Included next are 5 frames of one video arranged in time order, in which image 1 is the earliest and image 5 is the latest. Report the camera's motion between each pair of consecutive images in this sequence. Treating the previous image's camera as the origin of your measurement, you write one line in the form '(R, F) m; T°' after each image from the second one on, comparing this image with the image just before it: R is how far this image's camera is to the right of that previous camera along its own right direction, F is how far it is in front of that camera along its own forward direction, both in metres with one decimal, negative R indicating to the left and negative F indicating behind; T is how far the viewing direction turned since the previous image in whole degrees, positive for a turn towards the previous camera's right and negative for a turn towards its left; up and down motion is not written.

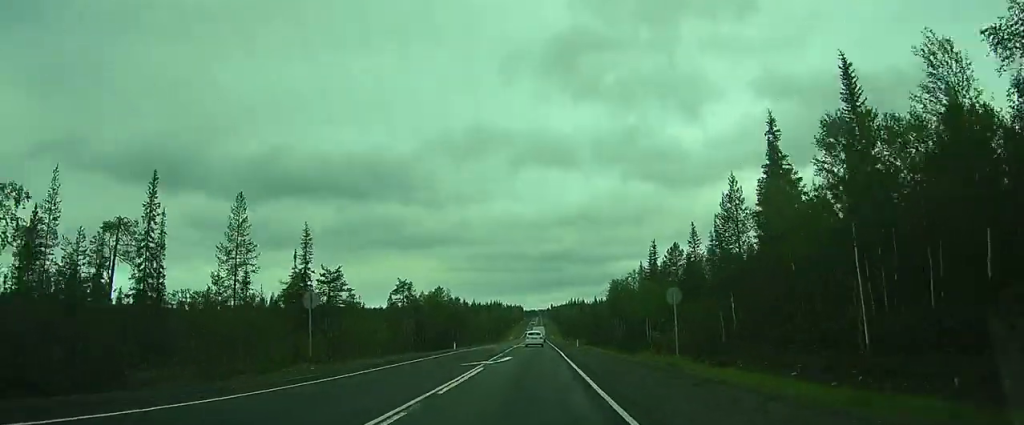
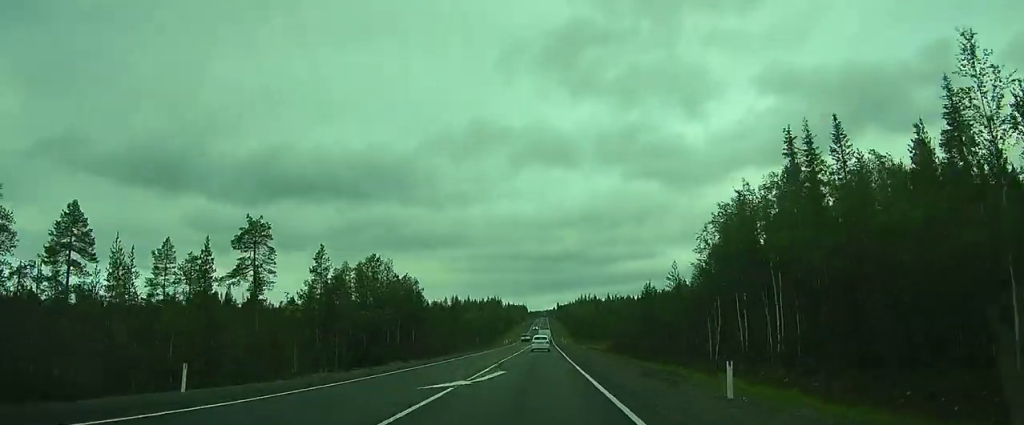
(+1.0, +44.6) m; +2°
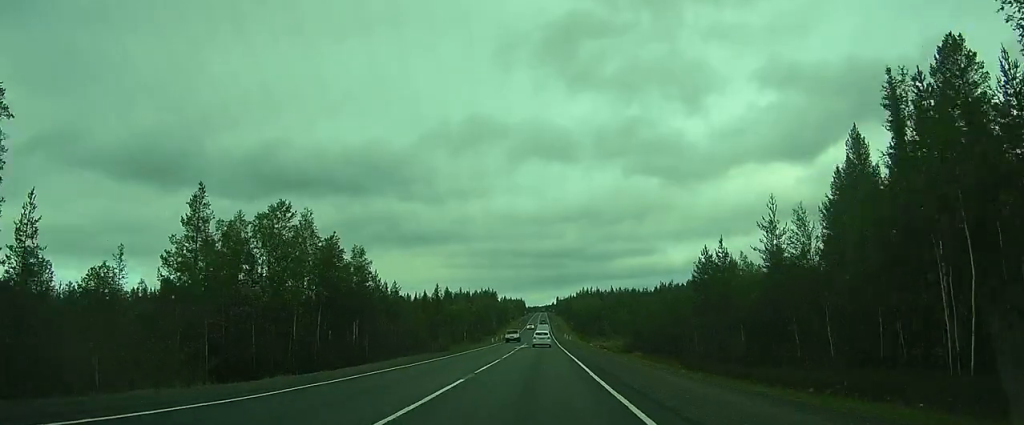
(0.0, +22.7) m; 0°
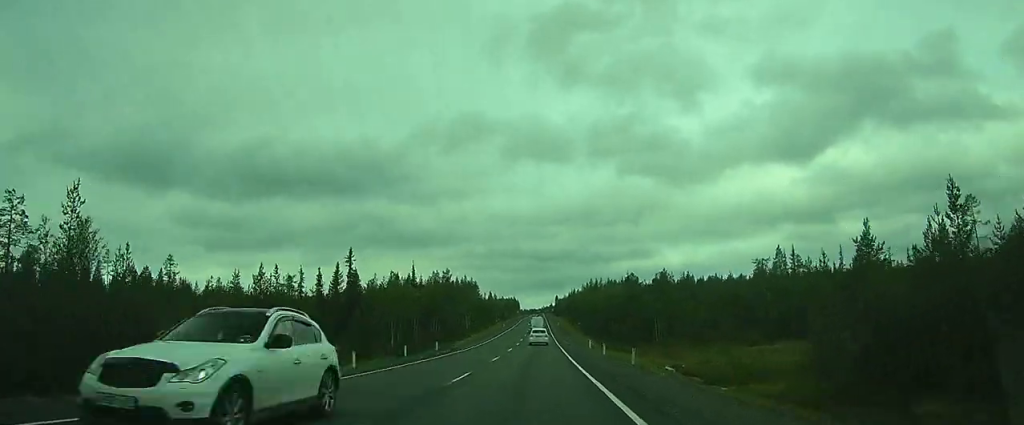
(-0.8, +62.1) m; -2°
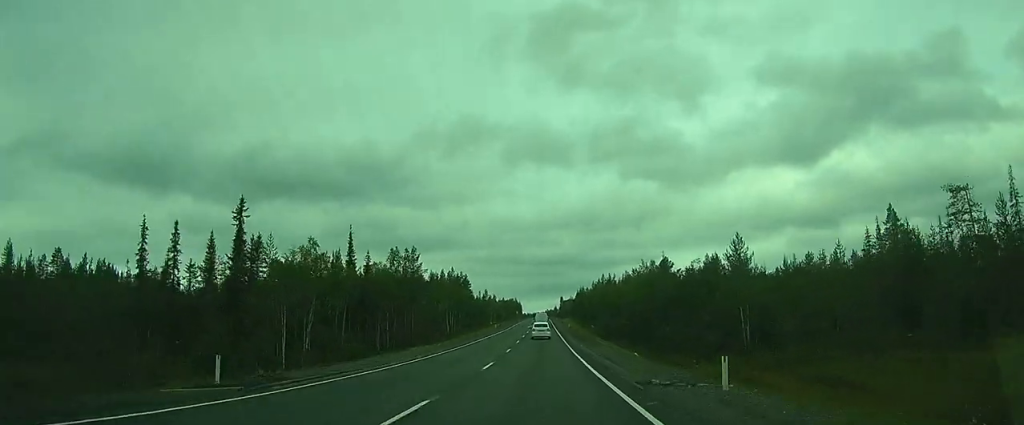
(-0.2, +31.1) m; -1°
